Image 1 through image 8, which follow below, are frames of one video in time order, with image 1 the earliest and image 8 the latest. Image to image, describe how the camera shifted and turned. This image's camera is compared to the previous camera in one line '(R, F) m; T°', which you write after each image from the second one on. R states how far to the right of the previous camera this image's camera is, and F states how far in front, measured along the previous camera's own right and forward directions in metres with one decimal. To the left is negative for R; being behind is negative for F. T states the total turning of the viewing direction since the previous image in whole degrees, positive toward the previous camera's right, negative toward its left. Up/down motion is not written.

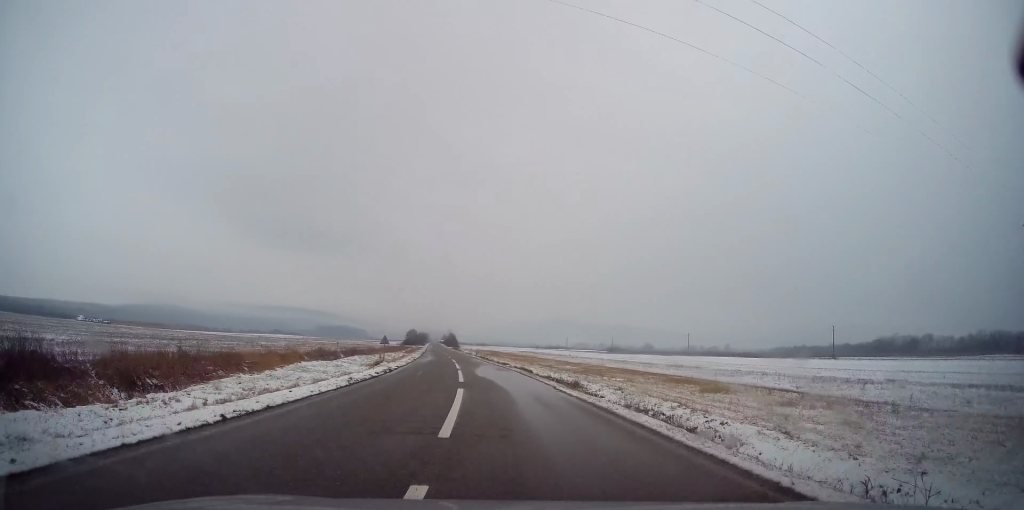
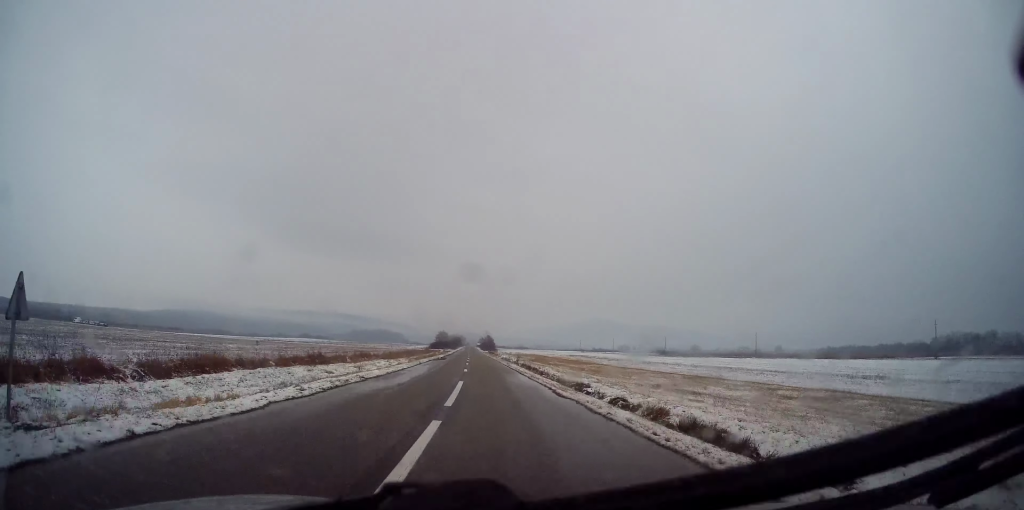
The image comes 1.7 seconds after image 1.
(-1.0, +31.4) m; -4°
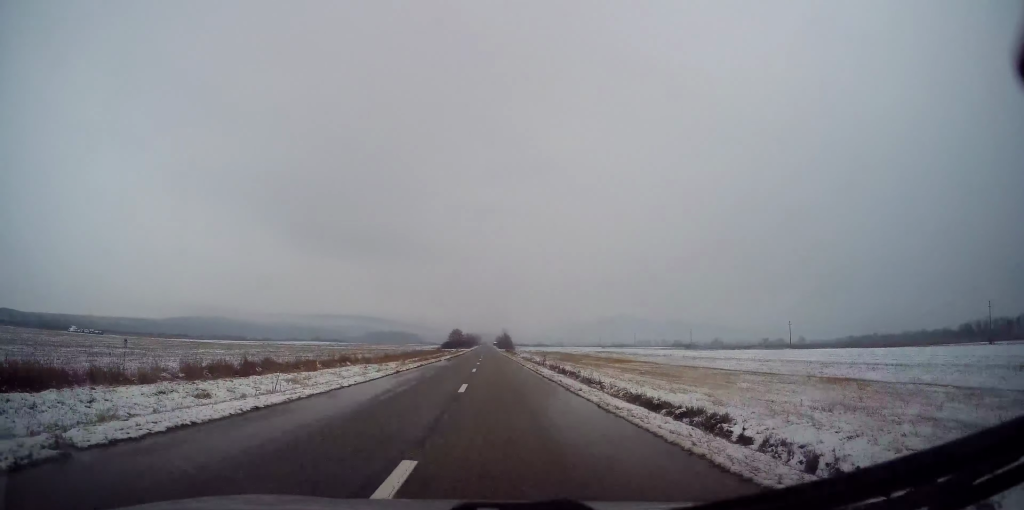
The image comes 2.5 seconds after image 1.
(-0.2, +15.0) m; -1°
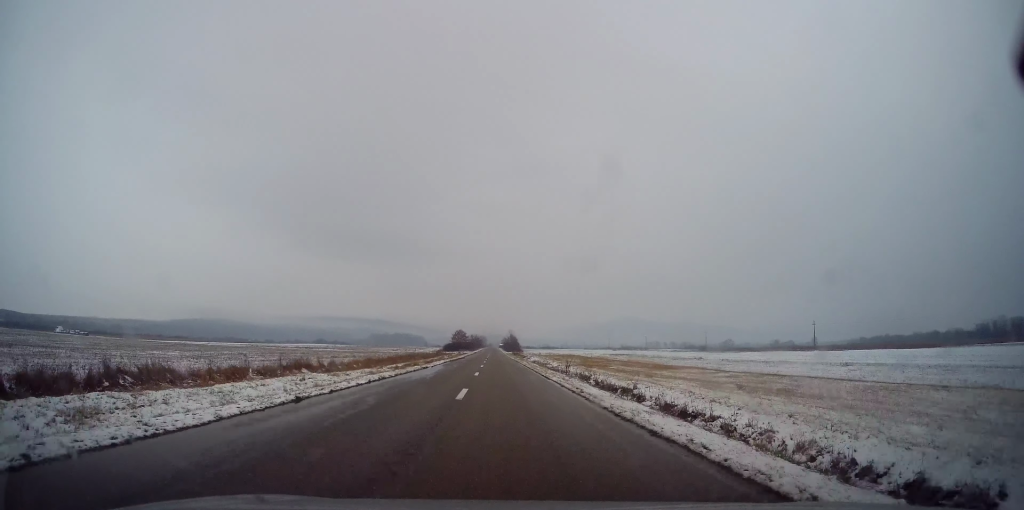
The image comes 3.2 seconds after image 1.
(+0.2, +13.4) m; -1°
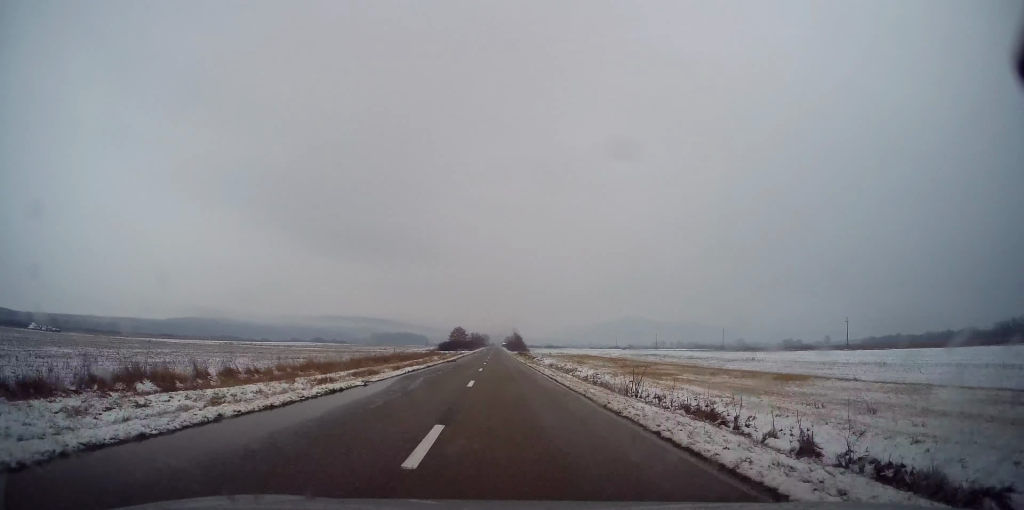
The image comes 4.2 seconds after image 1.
(-0.6, +18.9) m; -1°
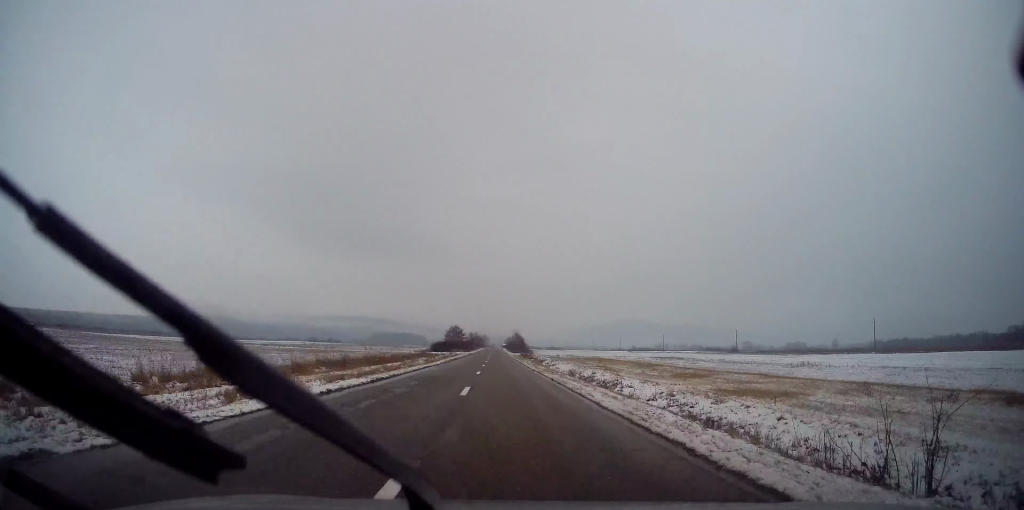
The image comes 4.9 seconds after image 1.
(+0.3, +14.6) m; 0°
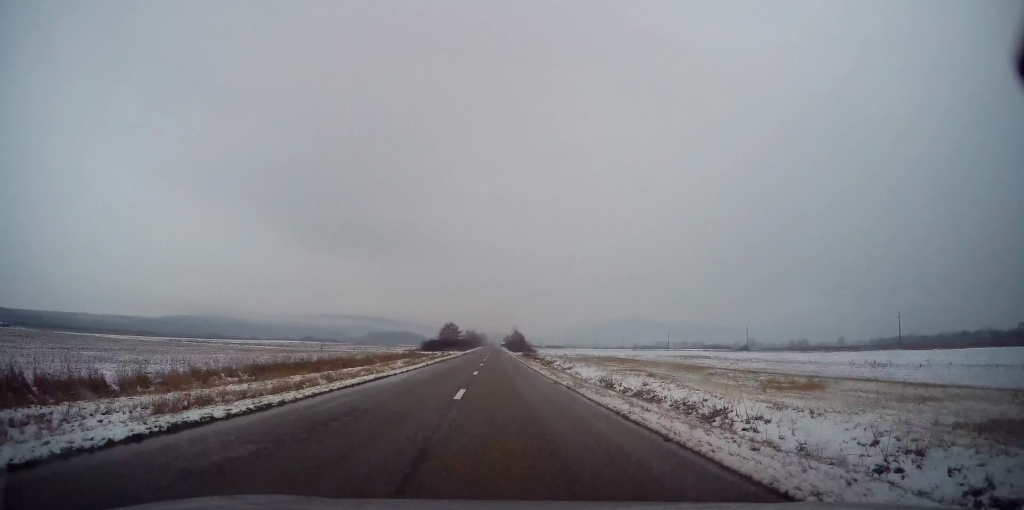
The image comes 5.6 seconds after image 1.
(0.0, +13.5) m; 0°
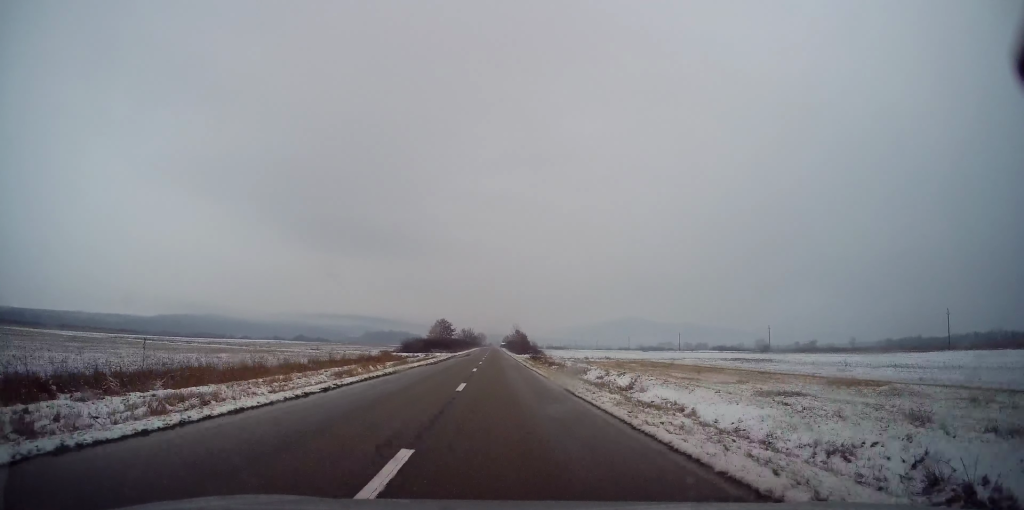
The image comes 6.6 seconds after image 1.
(-0.1, +21.1) m; 0°
